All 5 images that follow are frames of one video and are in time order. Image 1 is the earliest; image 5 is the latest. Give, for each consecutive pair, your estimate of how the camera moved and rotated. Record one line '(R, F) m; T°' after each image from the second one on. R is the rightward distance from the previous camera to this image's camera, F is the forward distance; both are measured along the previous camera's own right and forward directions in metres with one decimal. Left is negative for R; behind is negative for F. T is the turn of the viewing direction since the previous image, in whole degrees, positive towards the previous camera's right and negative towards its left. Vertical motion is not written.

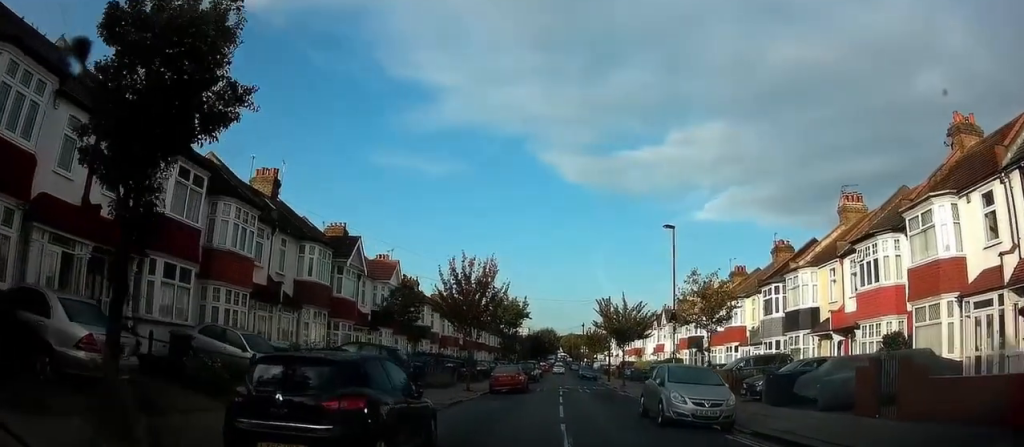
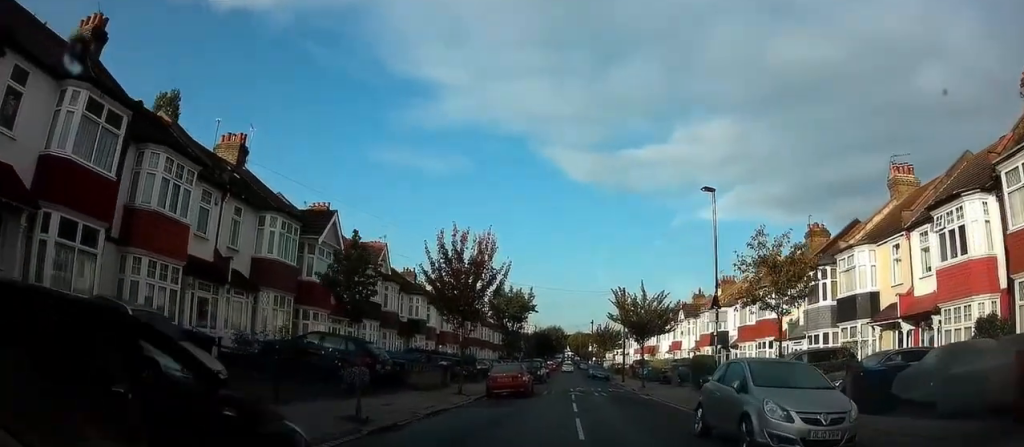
(+0.2, +4.9) m; 0°
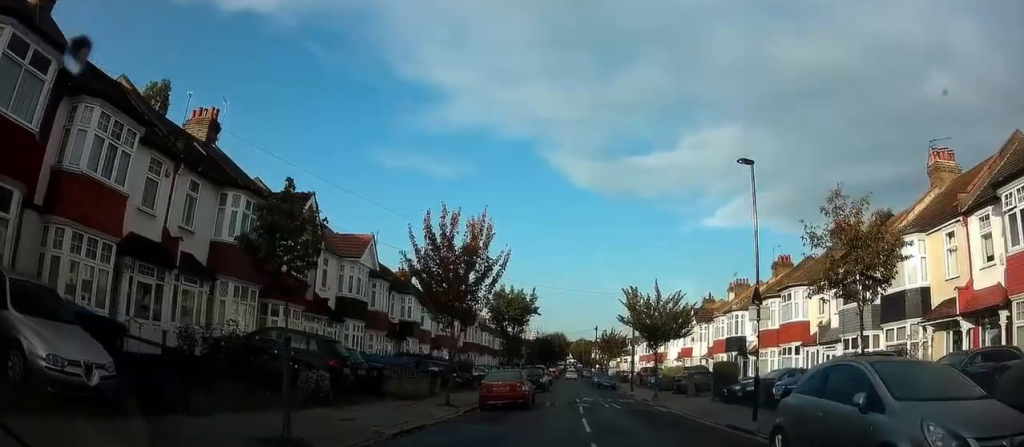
(-0.2, +3.5) m; -2°
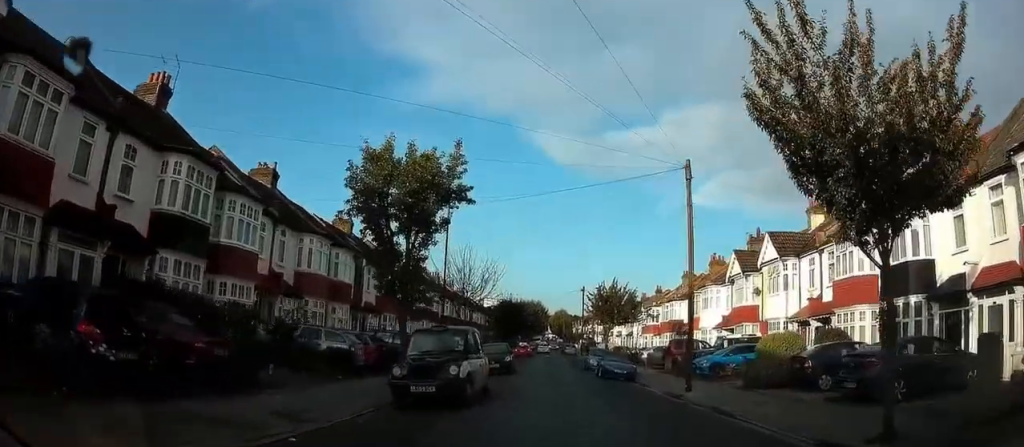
(+0.9, +25.5) m; +1°
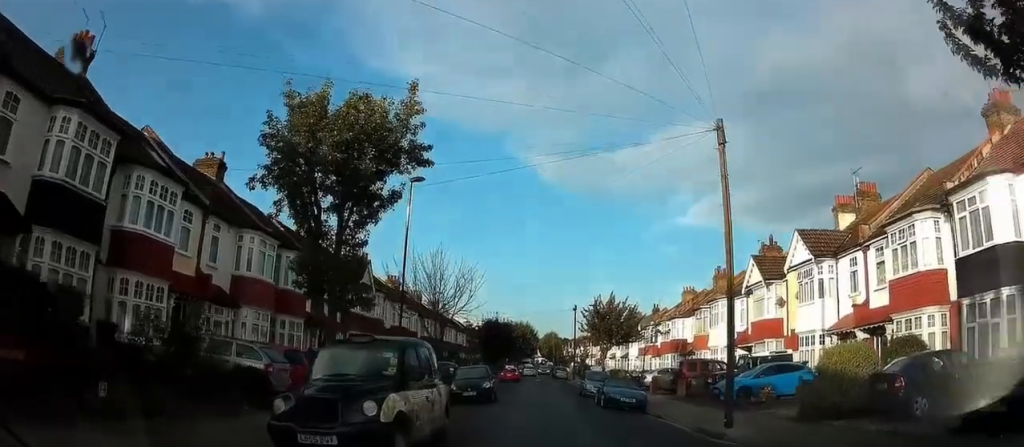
(0.0, +5.1) m; +2°
